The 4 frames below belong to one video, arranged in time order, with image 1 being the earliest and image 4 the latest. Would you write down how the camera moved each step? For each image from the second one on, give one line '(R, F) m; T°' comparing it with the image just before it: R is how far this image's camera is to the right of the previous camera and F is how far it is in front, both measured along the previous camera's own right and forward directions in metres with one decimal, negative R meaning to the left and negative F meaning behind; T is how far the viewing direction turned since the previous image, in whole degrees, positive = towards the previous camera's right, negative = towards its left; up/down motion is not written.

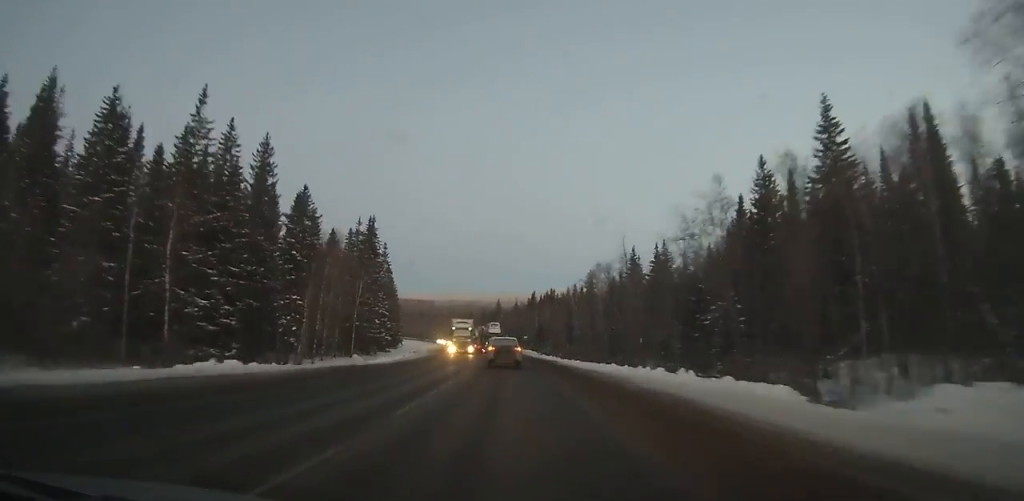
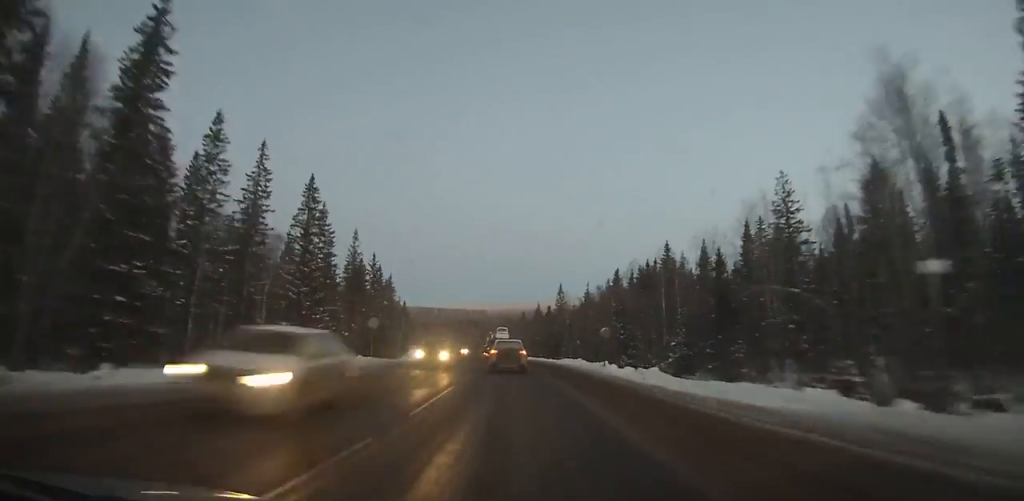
(-4.0, +82.5) m; -5°
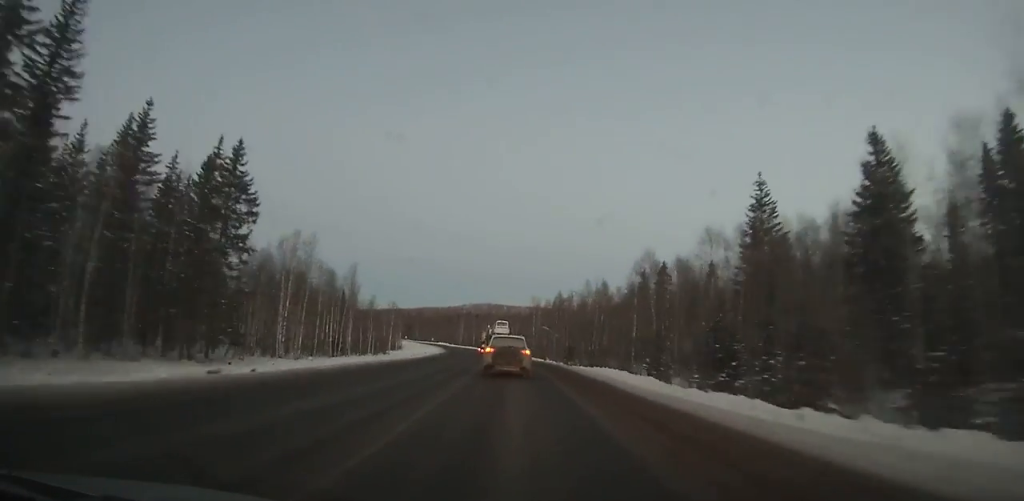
(-8.7, +142.3) m; -7°
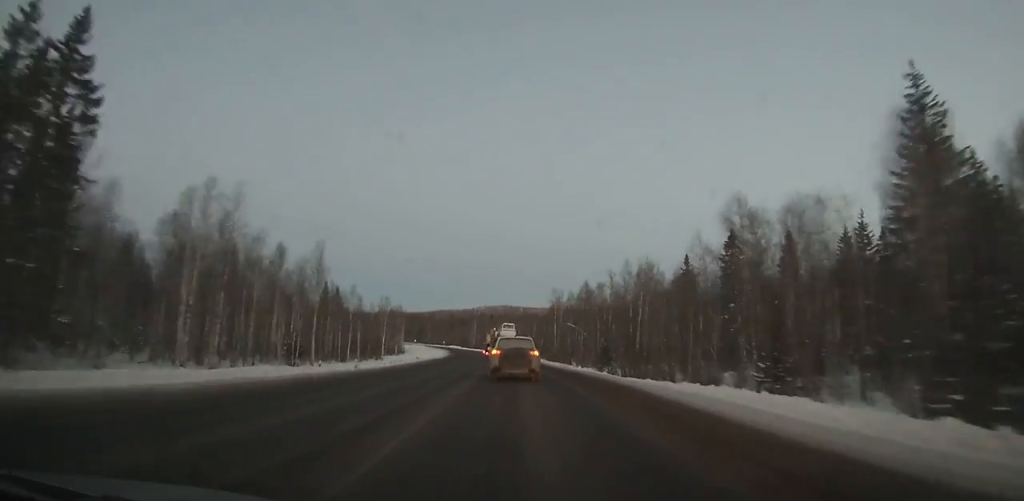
(-0.2, +21.5) m; -1°
